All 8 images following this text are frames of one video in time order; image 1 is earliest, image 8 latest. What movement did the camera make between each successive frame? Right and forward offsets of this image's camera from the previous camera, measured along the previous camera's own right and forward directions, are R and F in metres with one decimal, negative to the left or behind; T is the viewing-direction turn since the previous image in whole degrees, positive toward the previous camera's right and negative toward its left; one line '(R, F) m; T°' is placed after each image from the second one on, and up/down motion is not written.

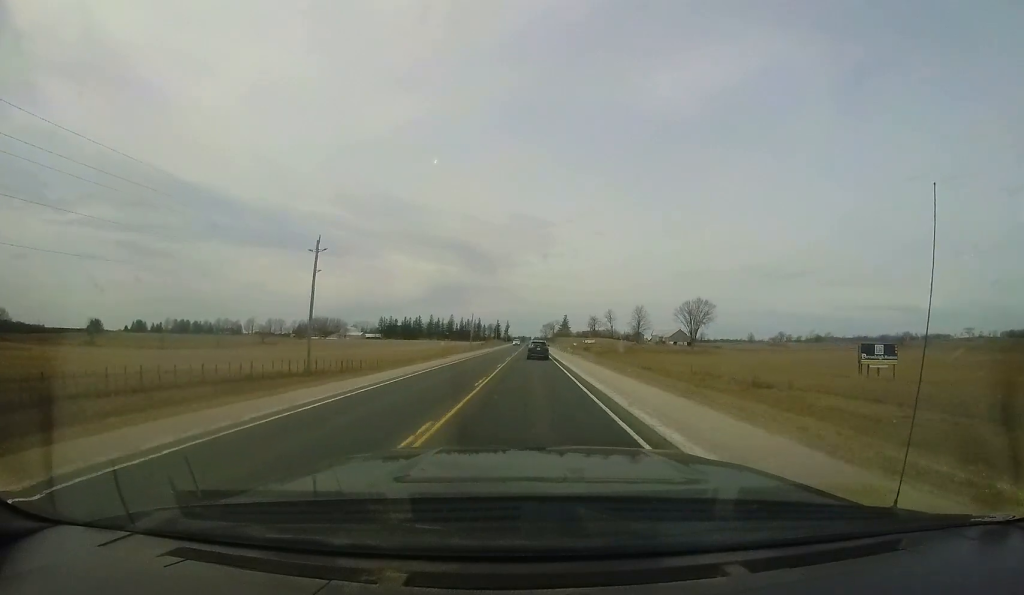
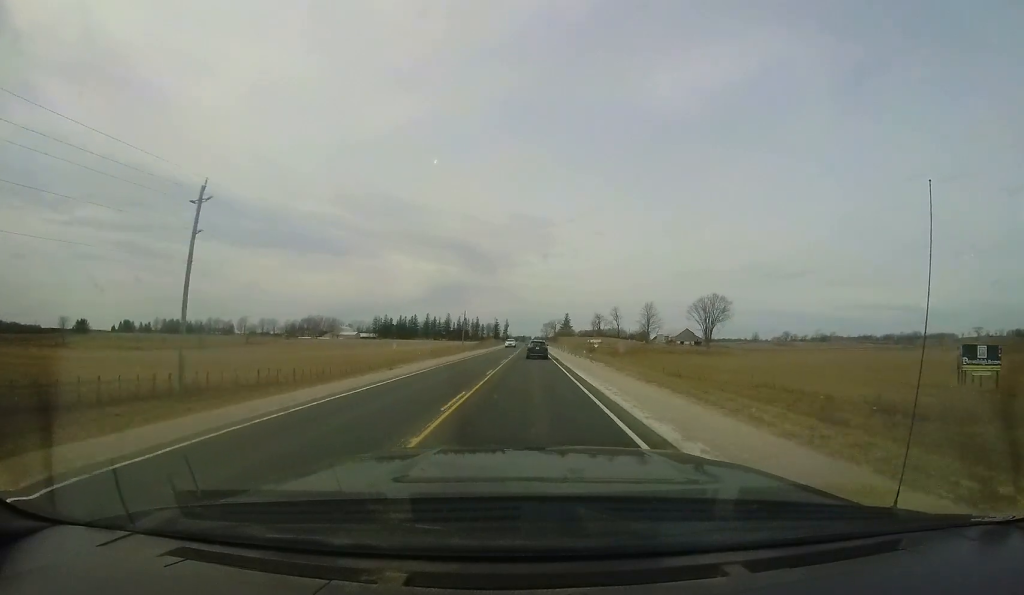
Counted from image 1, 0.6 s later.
(0.0, +13.9) m; -1°
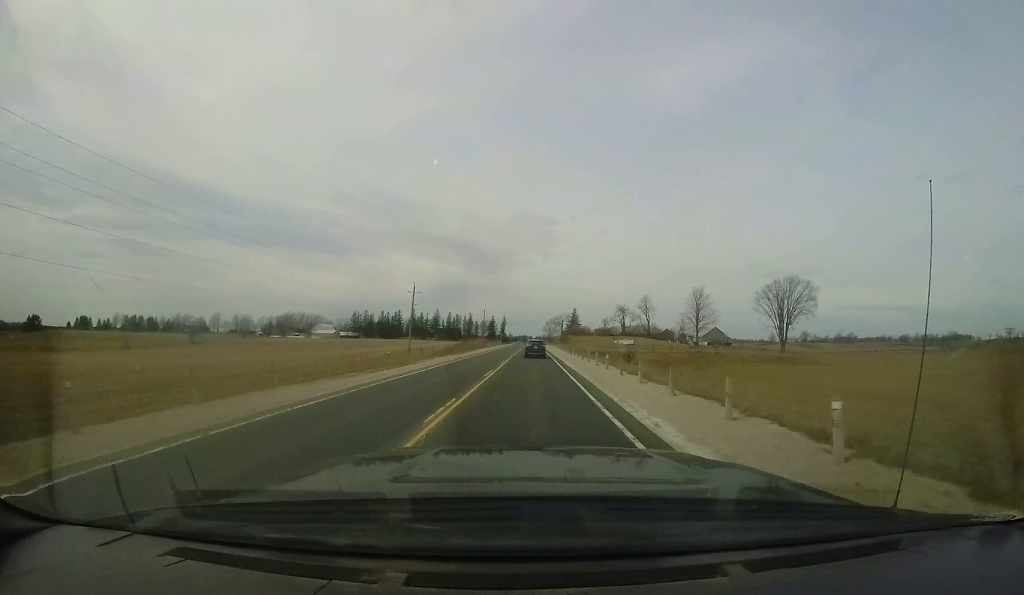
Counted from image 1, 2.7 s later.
(-0.5, +45.4) m; 0°
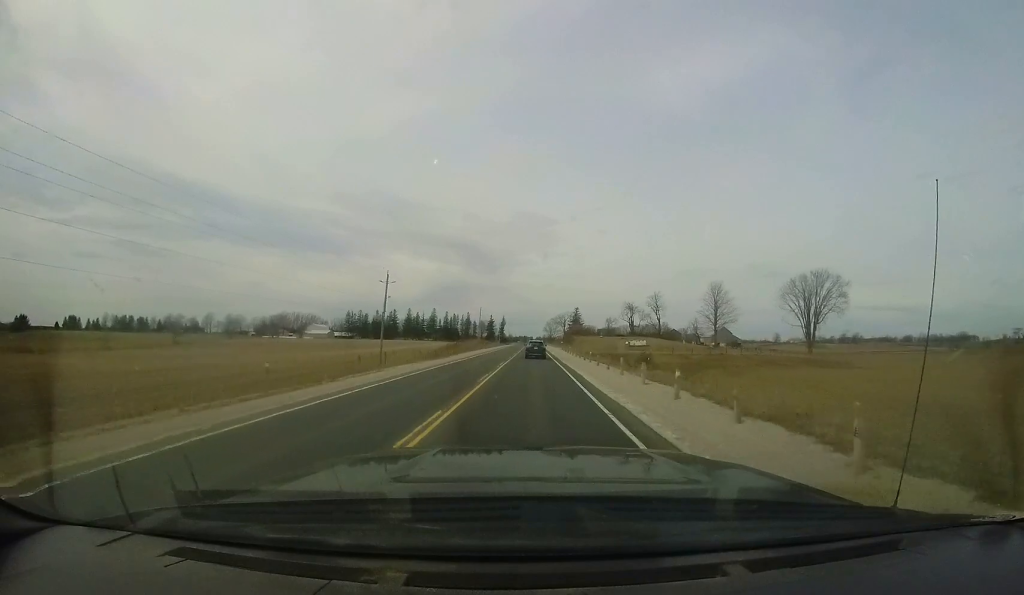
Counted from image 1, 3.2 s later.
(+0.1, +11.1) m; 0°
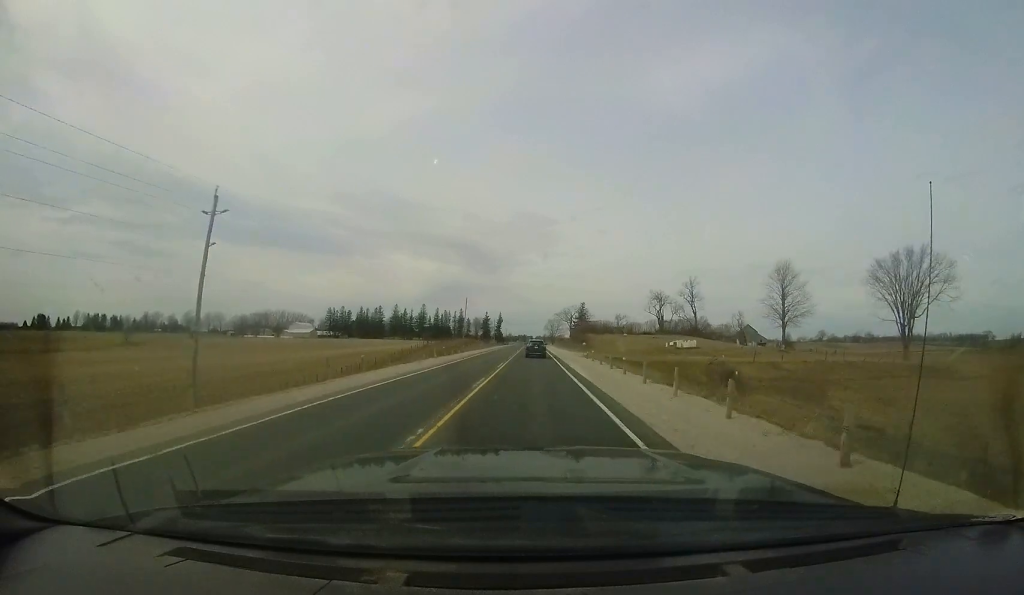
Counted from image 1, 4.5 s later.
(-0.1, +28.2) m; 0°
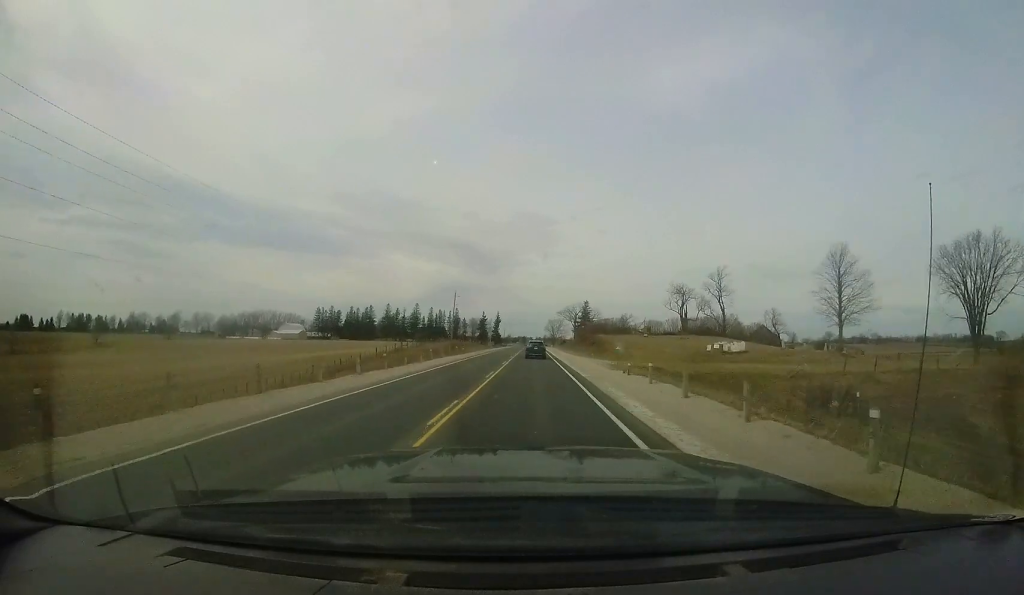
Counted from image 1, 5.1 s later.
(0.0, +14.9) m; 0°
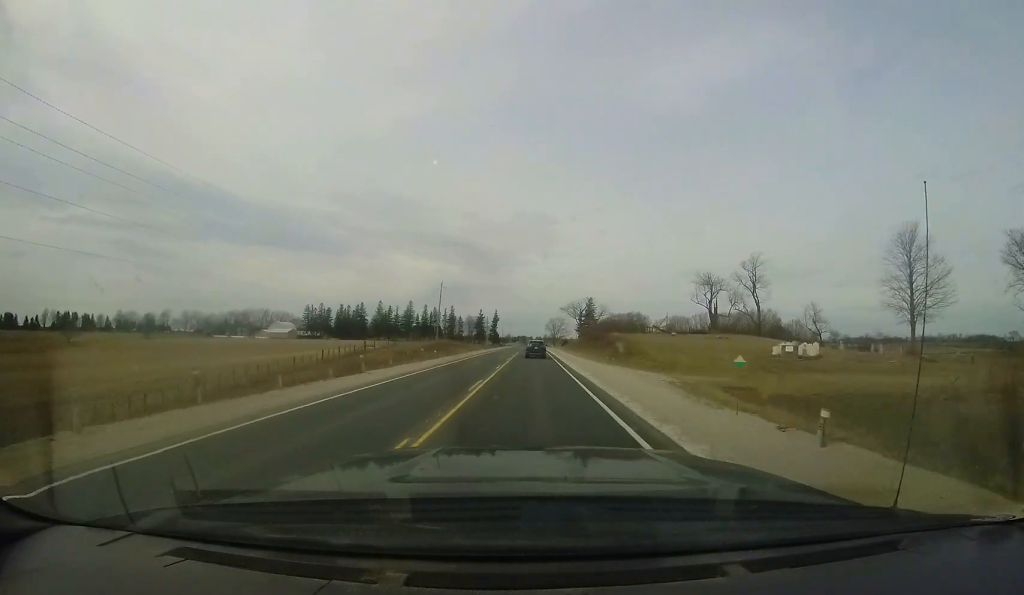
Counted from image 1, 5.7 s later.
(+0.1, +13.5) m; 0°
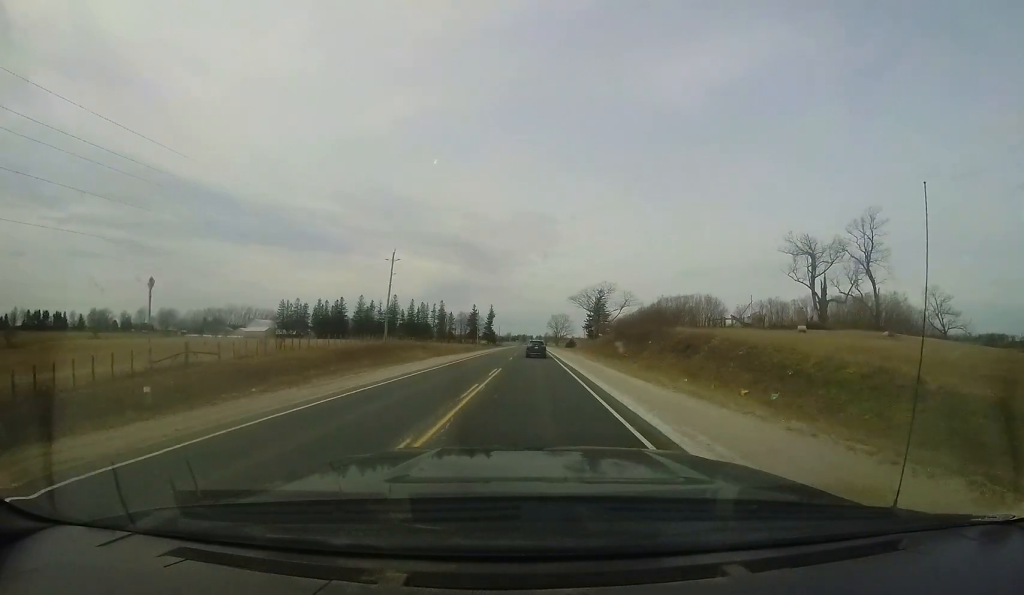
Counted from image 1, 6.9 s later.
(-0.1, +26.8) m; -1°
